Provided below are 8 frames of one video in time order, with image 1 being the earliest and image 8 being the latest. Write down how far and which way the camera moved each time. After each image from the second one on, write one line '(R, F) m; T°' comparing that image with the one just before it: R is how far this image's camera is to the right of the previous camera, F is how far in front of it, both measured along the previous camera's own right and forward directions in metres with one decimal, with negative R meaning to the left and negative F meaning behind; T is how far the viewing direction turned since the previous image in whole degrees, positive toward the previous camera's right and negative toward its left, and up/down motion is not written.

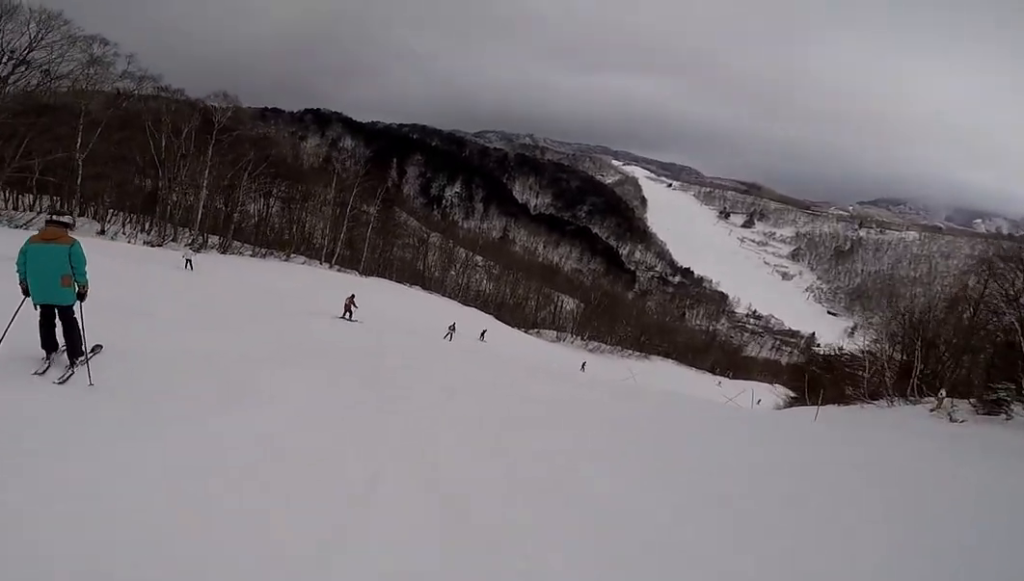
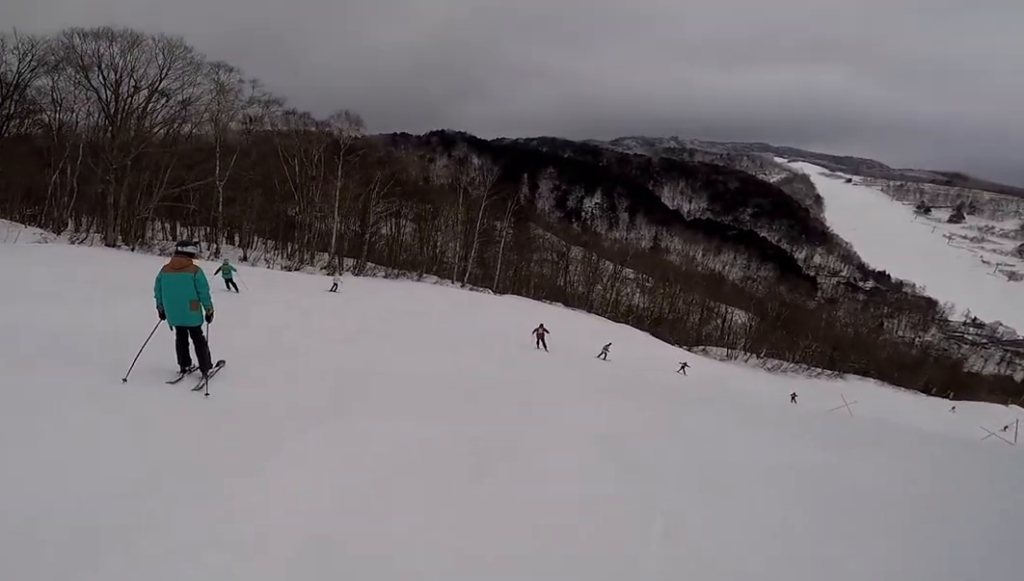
(0.0, +2.7) m; -4°
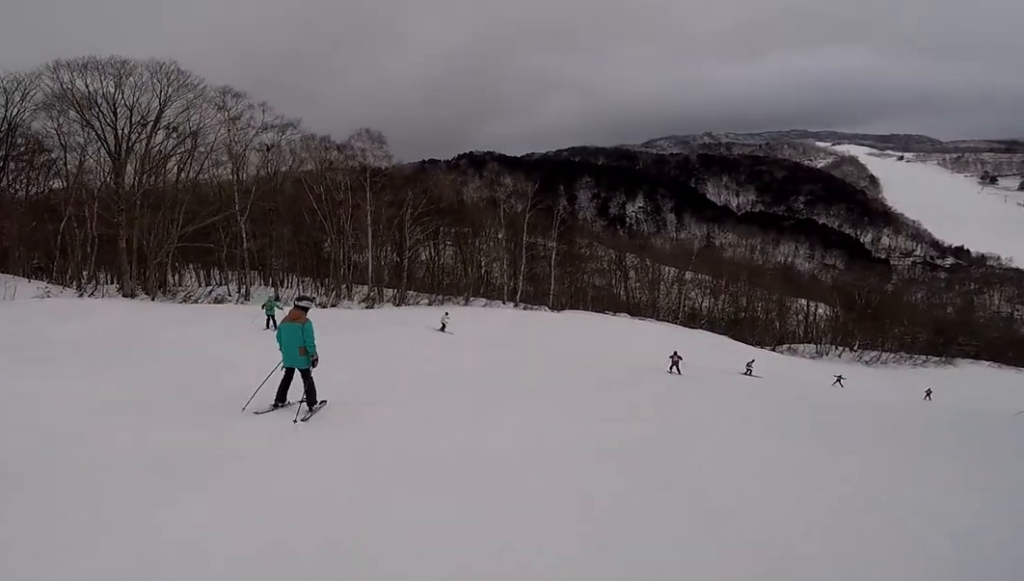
(-0.2, +4.2) m; -9°
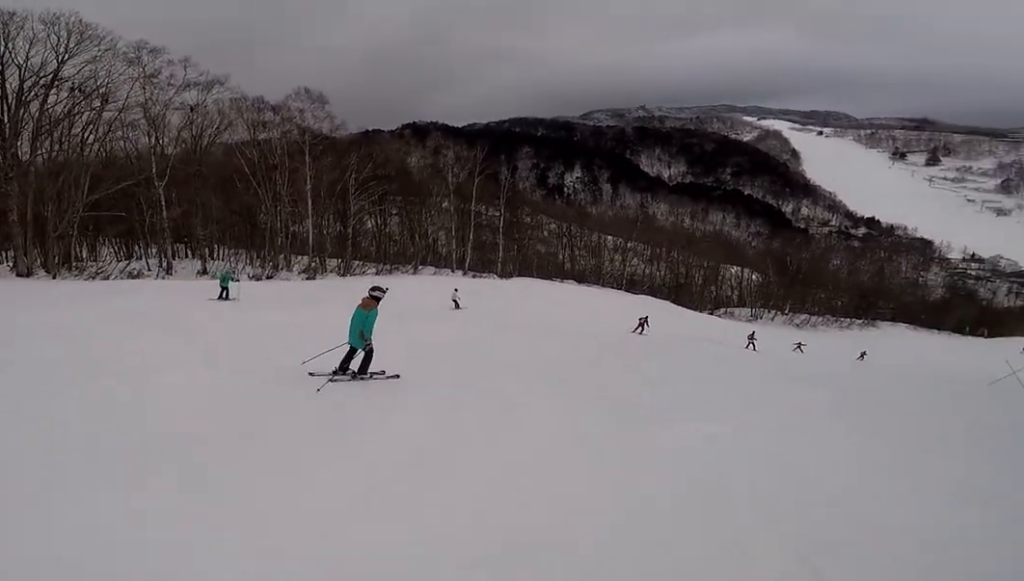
(-0.3, +2.8) m; -1°
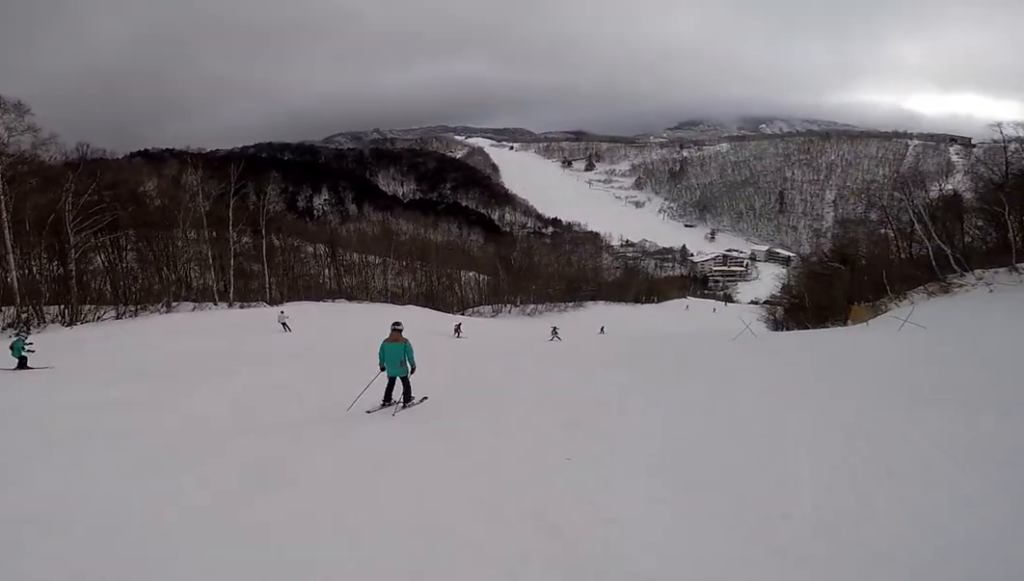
(0.0, +3.7) m; +21°
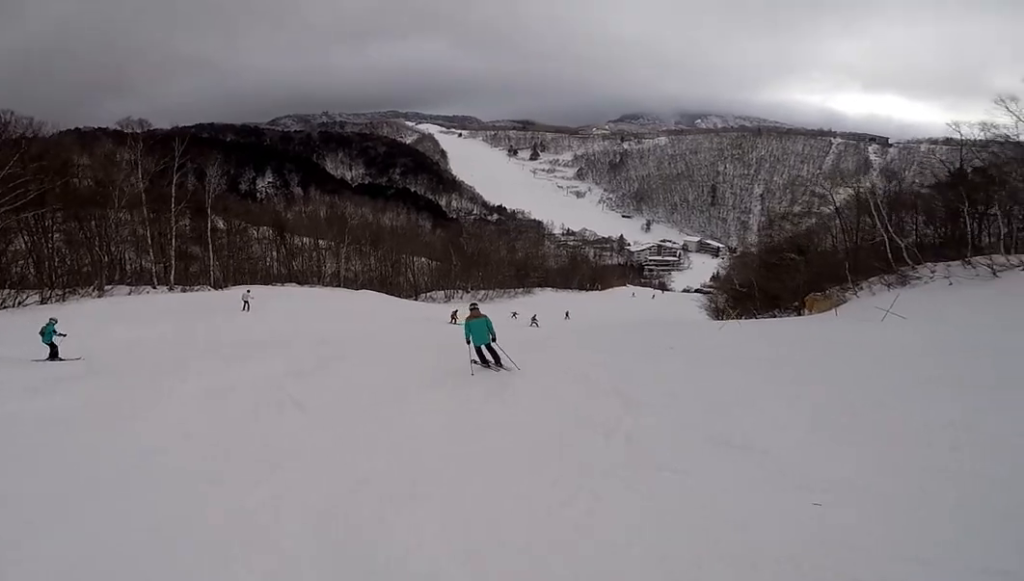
(+0.8, +2.4) m; +16°
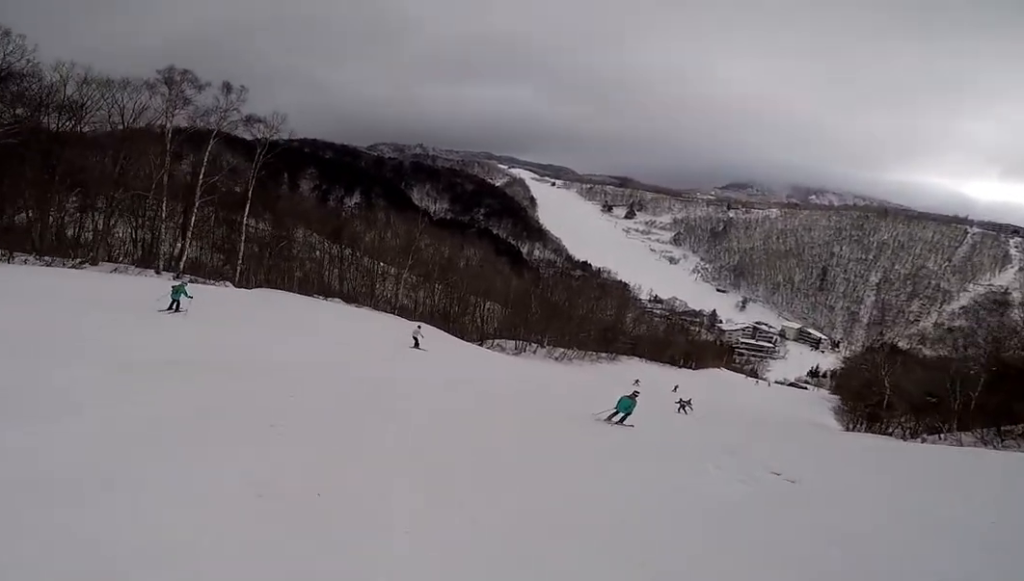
(+1.0, +12.1) m; -4°
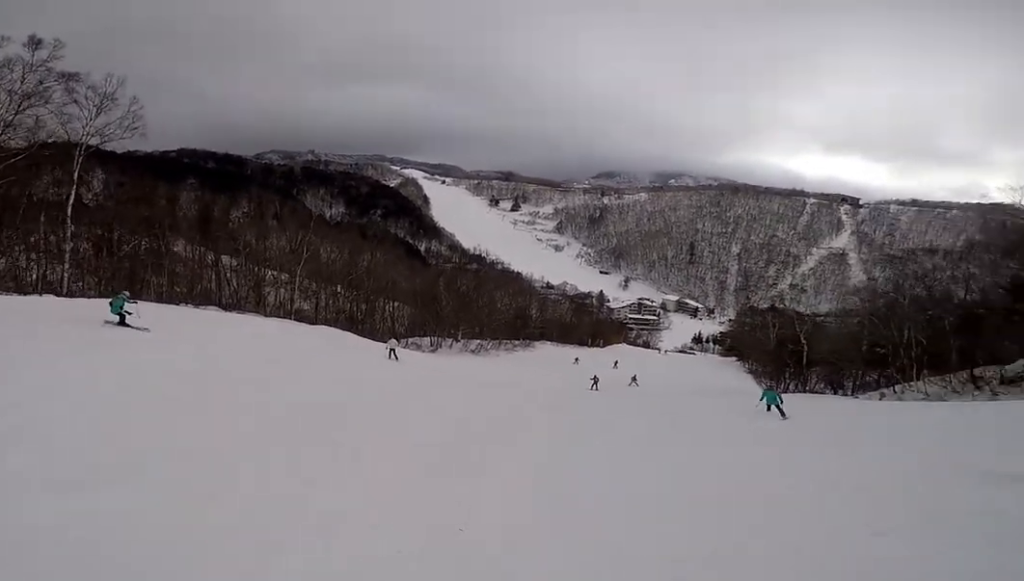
(+0.6, +8.1) m; +15°
